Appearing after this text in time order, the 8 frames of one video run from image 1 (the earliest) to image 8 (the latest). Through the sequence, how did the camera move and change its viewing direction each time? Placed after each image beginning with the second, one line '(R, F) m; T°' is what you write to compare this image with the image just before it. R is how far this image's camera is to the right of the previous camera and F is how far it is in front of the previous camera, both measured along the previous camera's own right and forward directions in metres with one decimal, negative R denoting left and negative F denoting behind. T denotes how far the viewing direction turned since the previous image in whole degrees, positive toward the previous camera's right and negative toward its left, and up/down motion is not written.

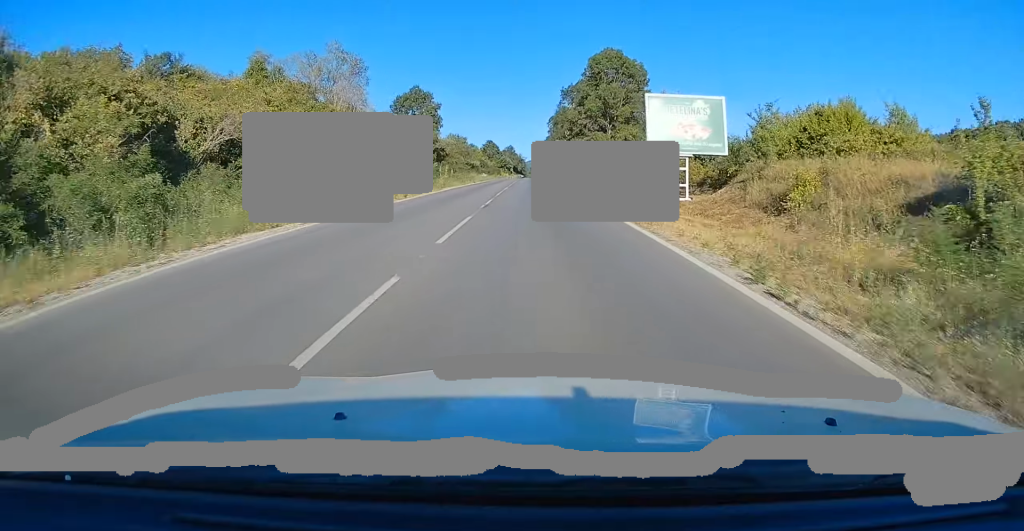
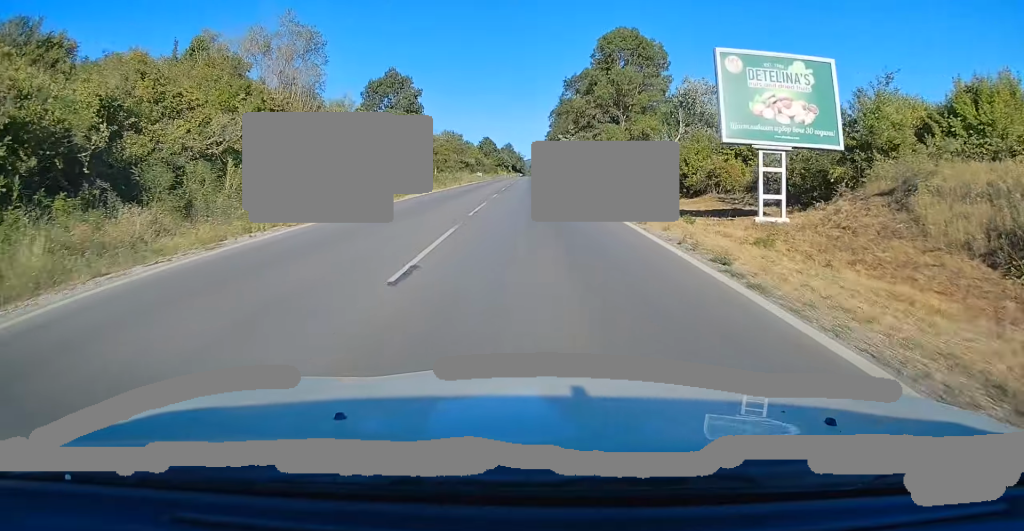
(0.0, +12.5) m; 0°
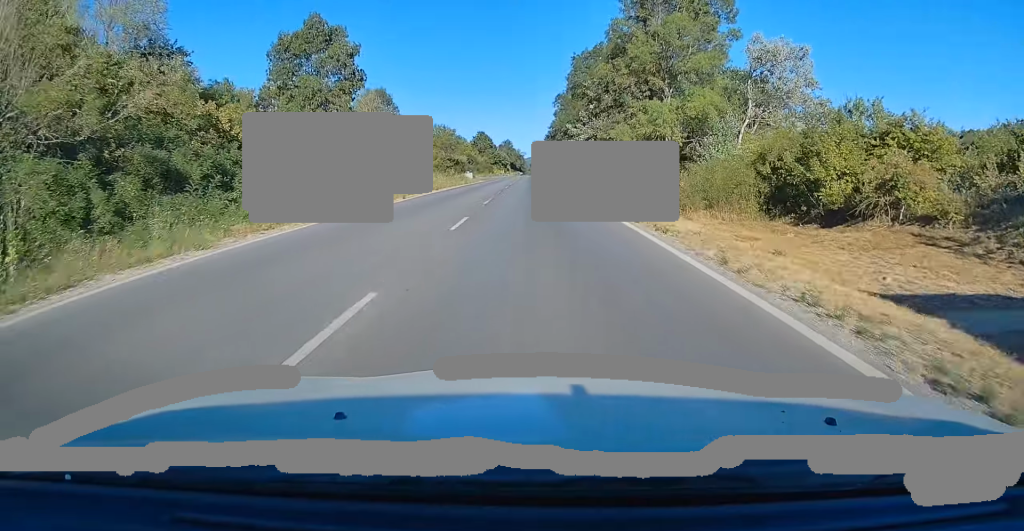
(-0.2, +22.8) m; -1°
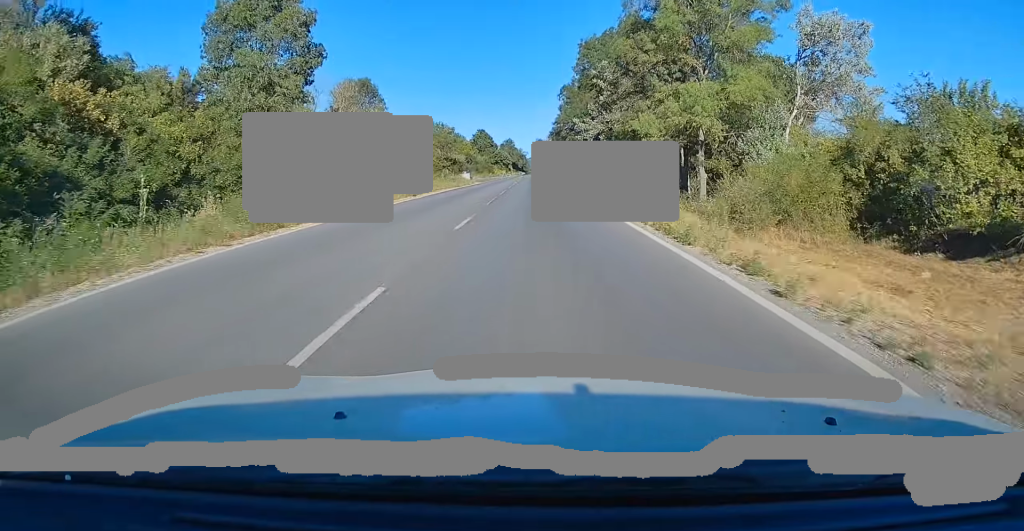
(-0.2, +8.8) m; 0°
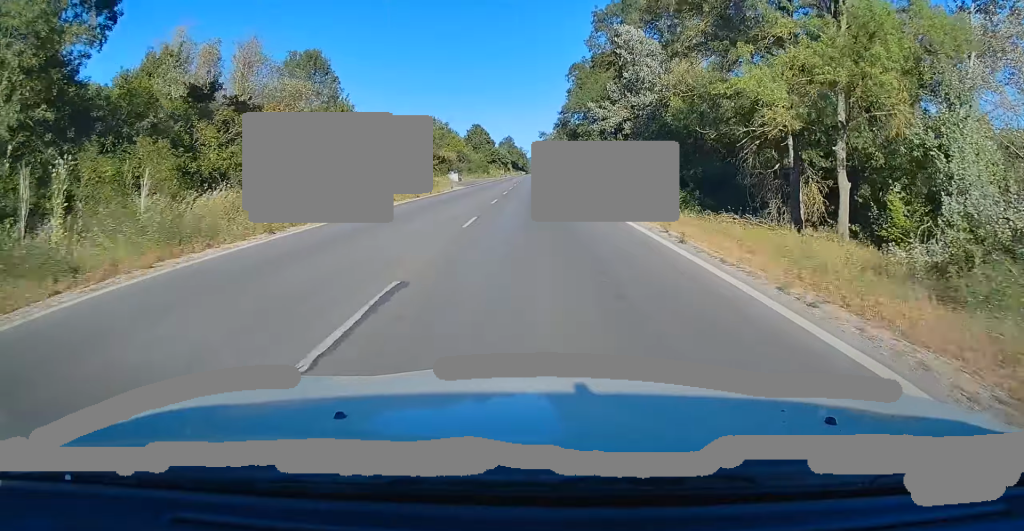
(+0.2, +17.7) m; +1°
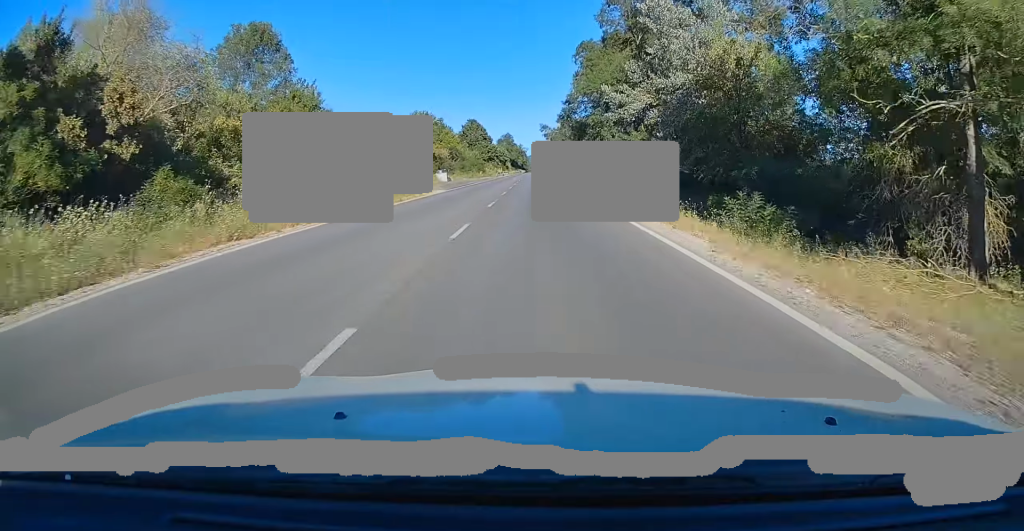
(+0.1, +11.0) m; 0°
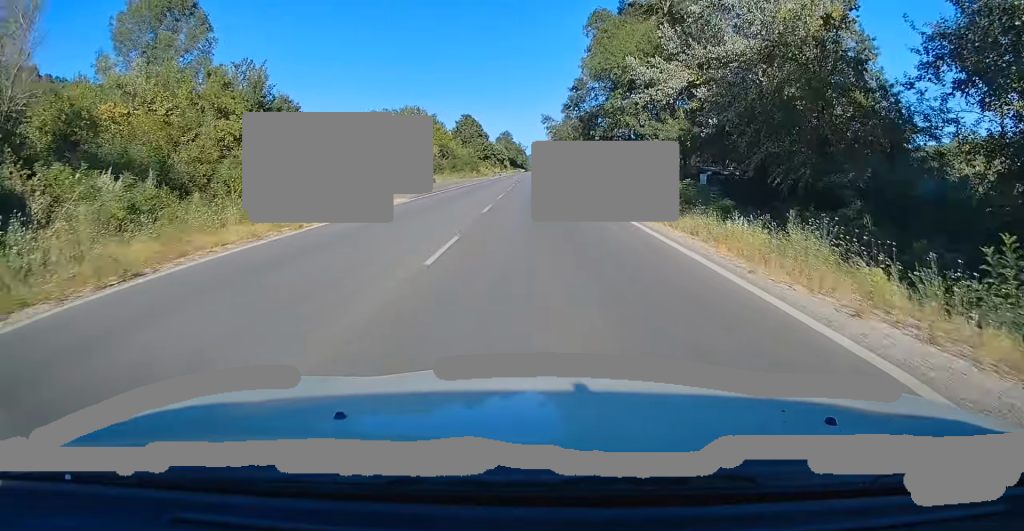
(0.0, +11.8) m; -1°
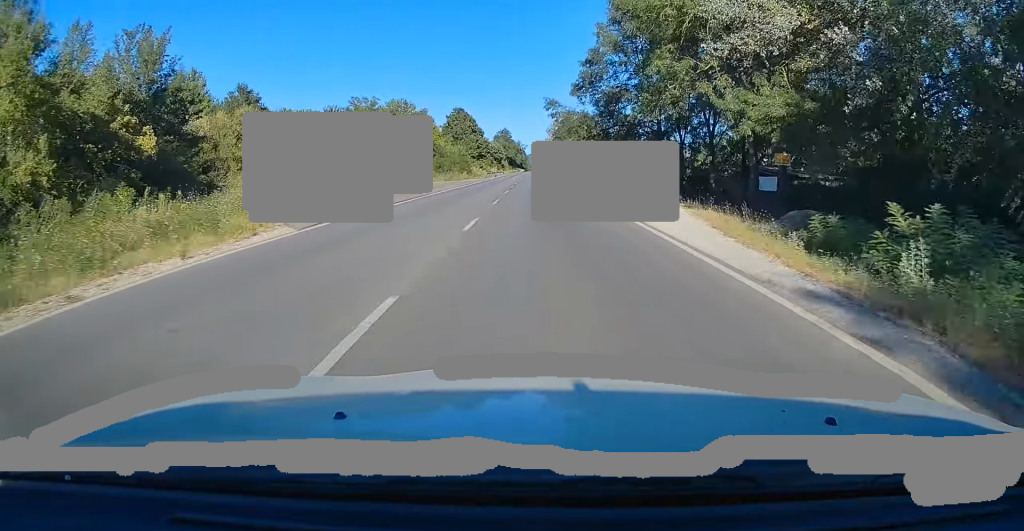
(-0.1, +14.0) m; 0°
